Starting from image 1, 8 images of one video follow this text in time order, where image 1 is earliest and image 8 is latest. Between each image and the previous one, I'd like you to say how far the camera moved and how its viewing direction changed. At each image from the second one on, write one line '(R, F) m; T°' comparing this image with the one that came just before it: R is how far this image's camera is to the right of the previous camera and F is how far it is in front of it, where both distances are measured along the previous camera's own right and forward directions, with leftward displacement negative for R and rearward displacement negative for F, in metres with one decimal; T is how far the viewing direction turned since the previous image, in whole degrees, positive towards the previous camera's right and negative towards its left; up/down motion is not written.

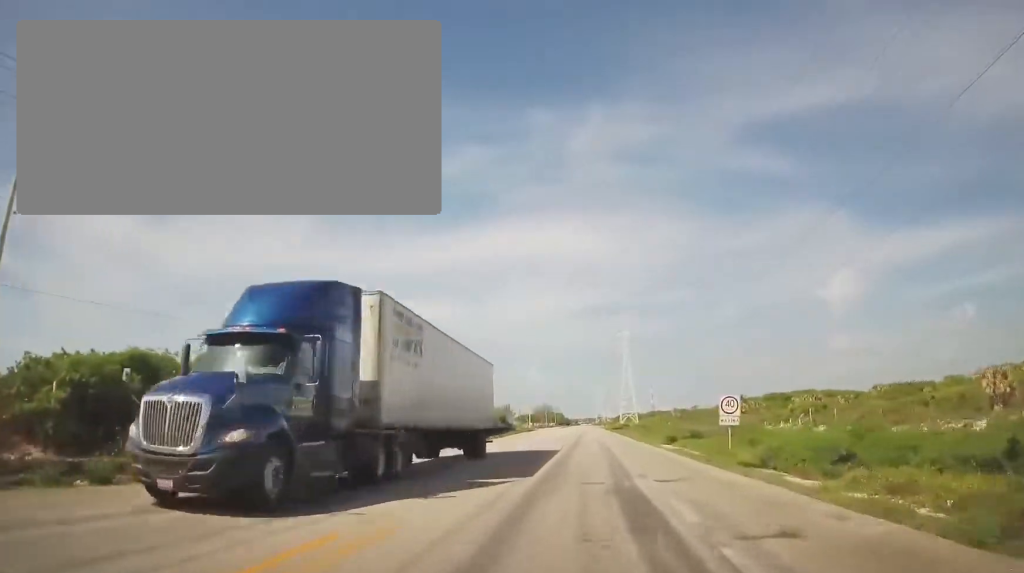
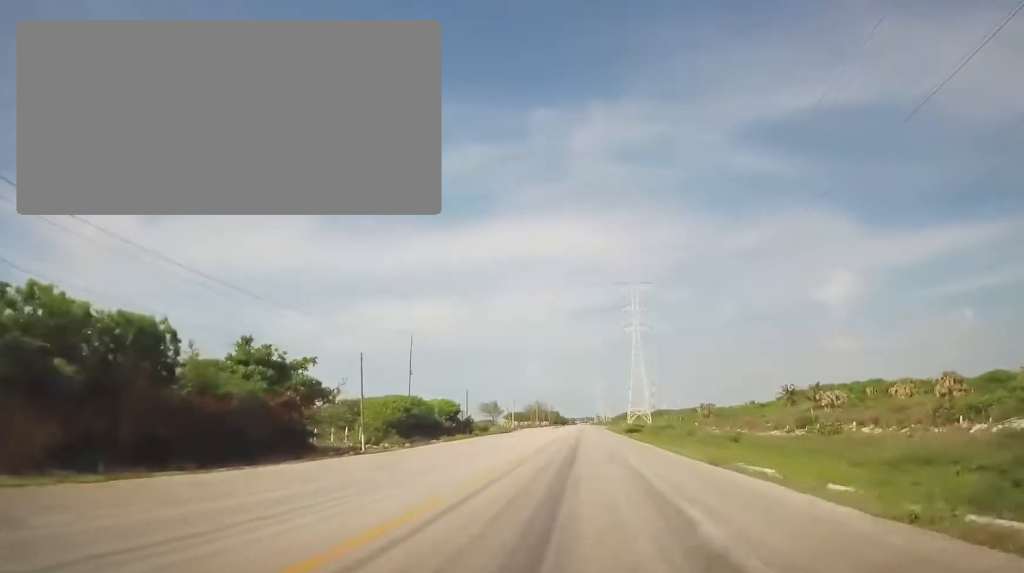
(+0.1, +42.3) m; -1°
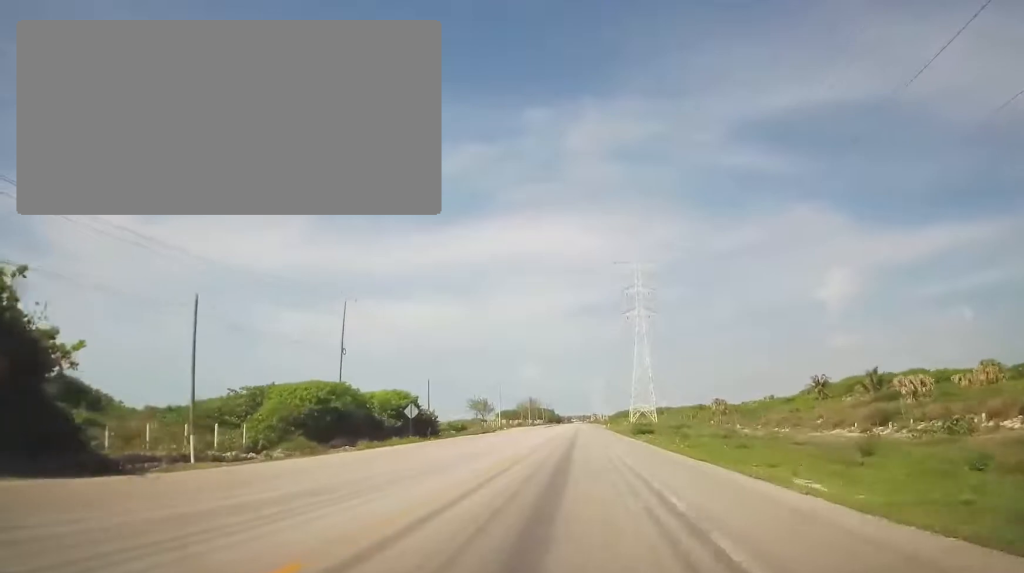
(-0.1, +18.6) m; -1°
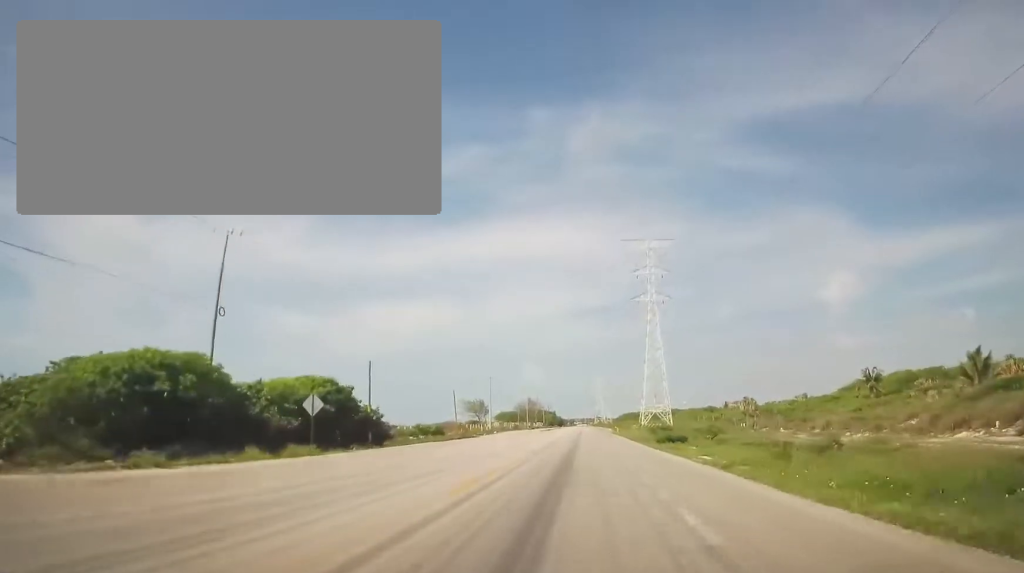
(-0.5, +18.6) m; 0°
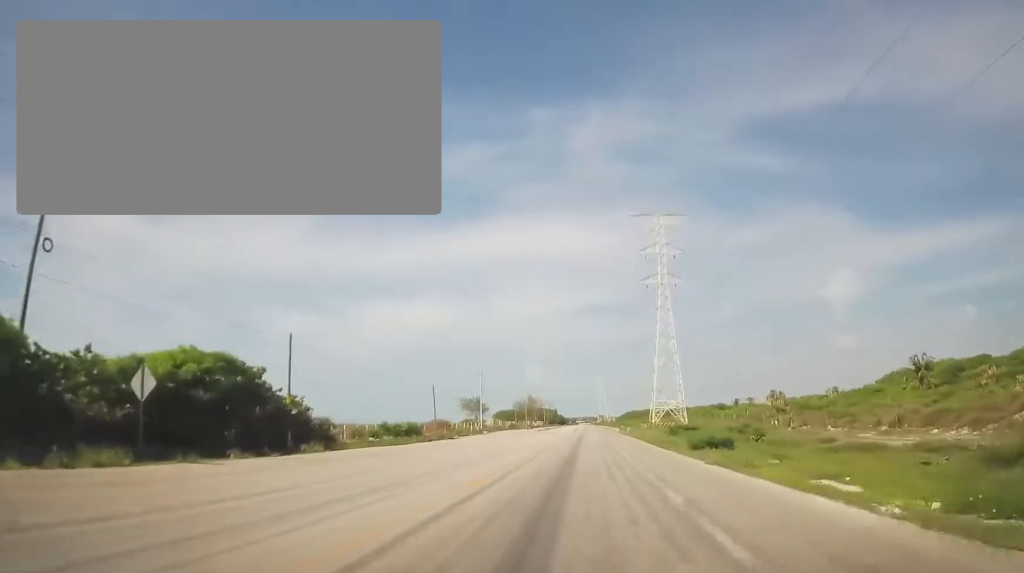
(+0.2, +13.2) m; 0°
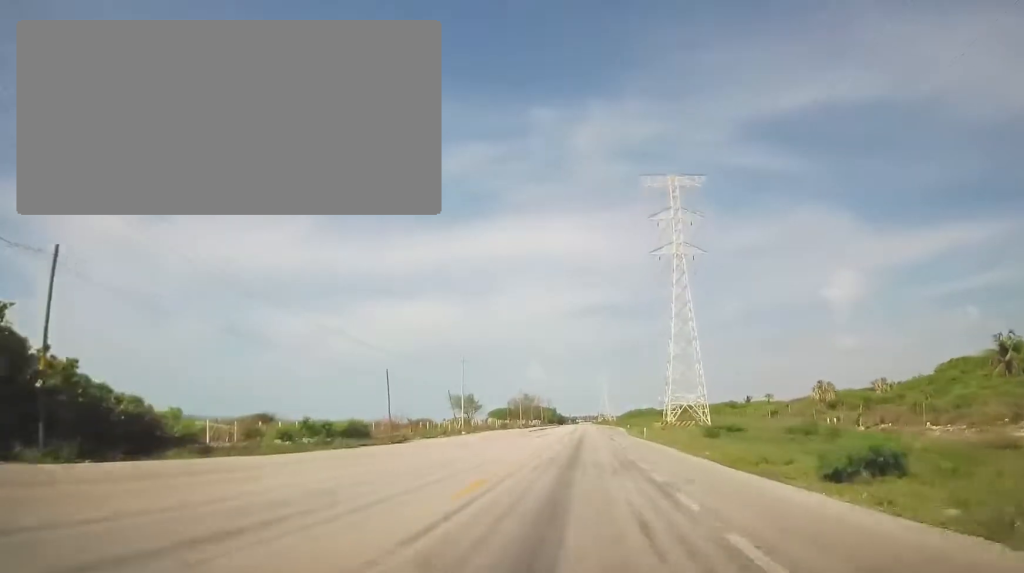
(+0.3, +17.2) m; 0°
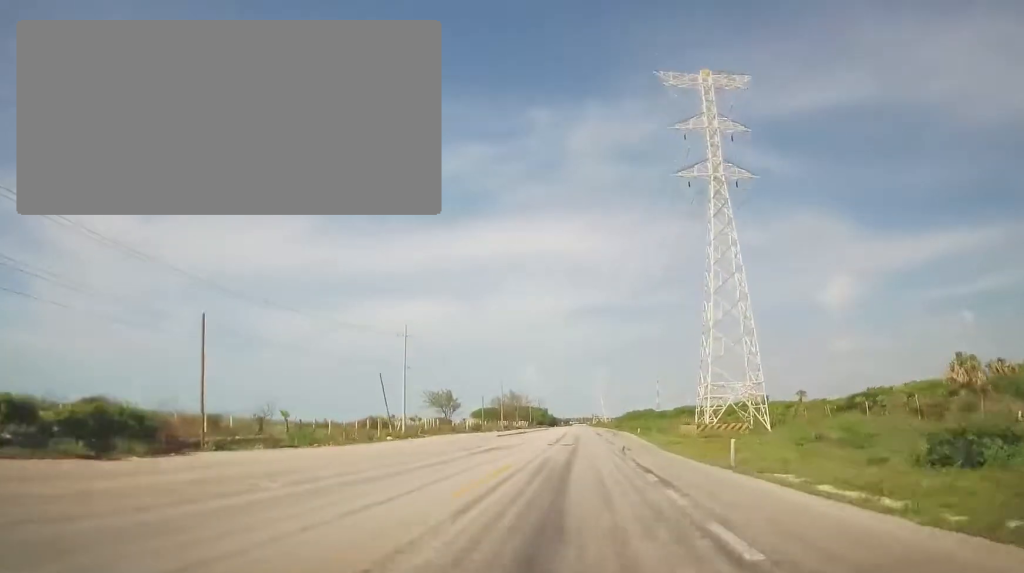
(-0.3, +28.0) m; -1°
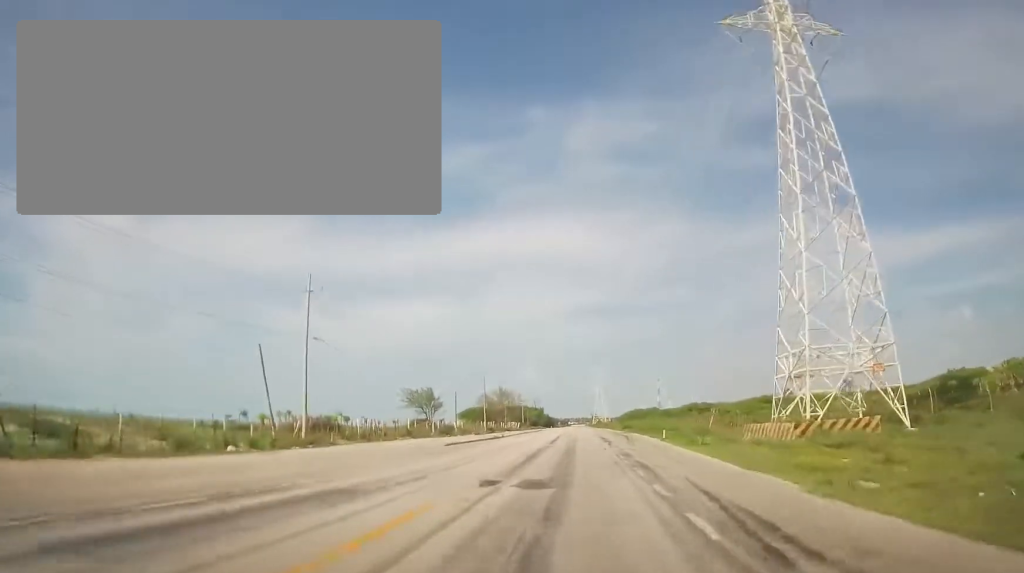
(-0.1, +23.4) m; 0°
